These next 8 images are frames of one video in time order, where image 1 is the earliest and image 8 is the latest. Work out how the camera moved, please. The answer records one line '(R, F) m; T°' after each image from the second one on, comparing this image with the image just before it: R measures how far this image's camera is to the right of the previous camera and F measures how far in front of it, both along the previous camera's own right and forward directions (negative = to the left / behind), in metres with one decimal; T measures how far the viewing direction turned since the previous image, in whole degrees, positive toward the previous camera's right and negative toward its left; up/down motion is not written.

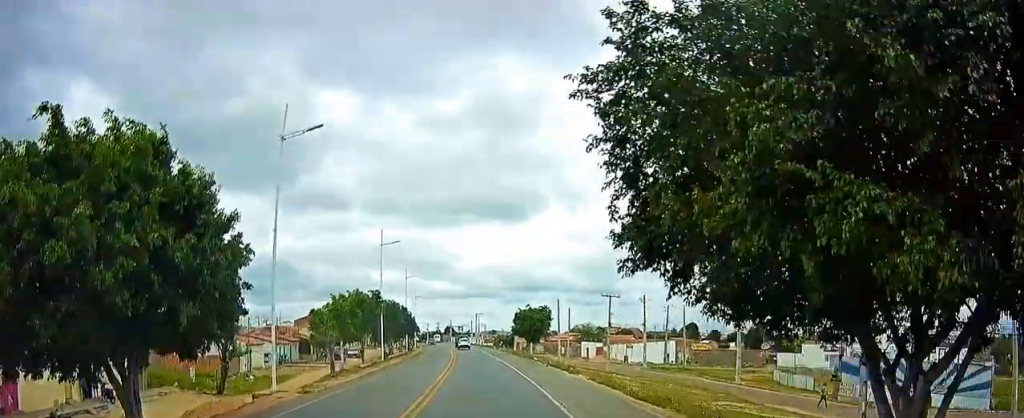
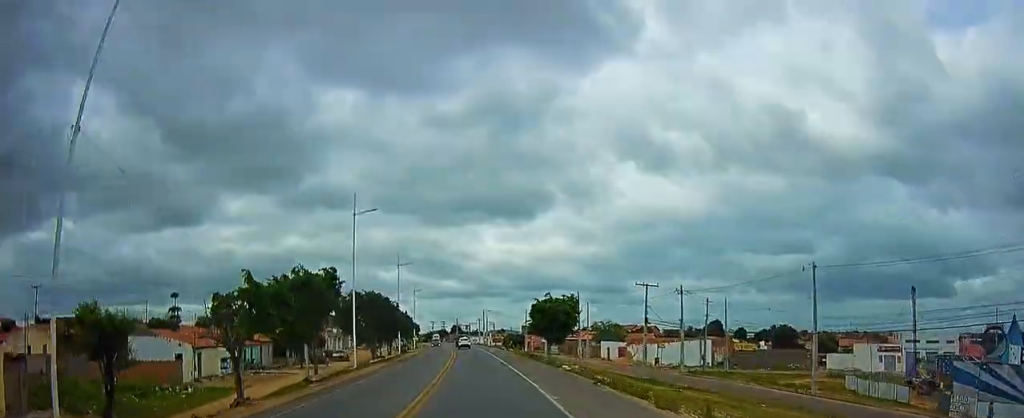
(+0.2, +13.0) m; -2°
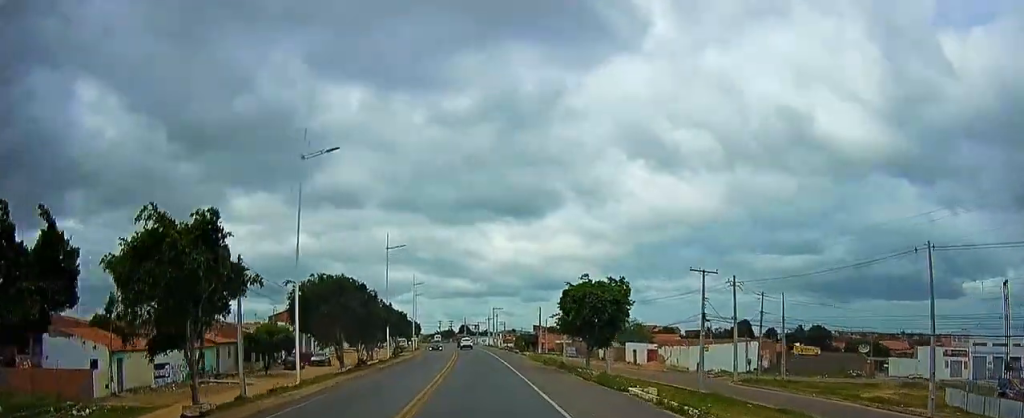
(-0.7, +13.1) m; -2°
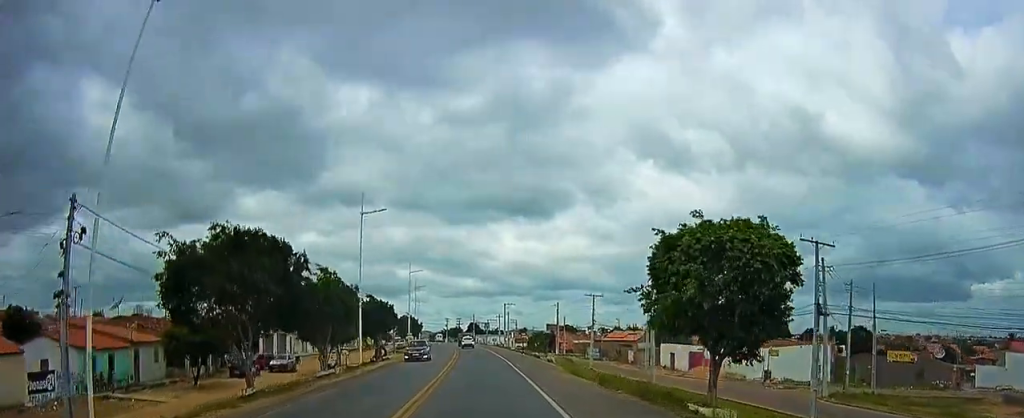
(+0.2, +15.2) m; 0°
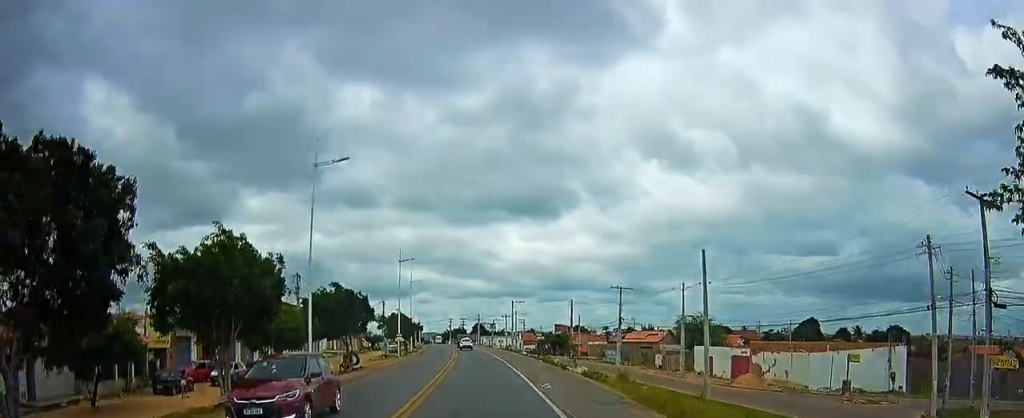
(-0.2, +12.3) m; 0°
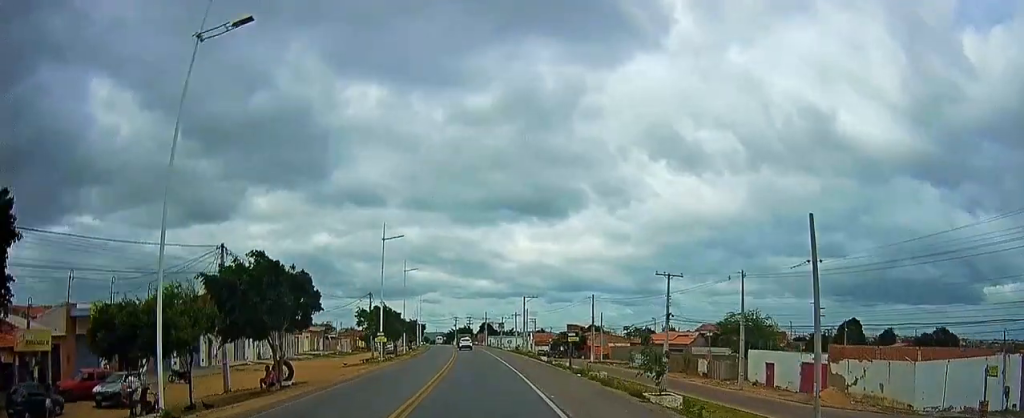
(0.0, +14.3) m; -2°
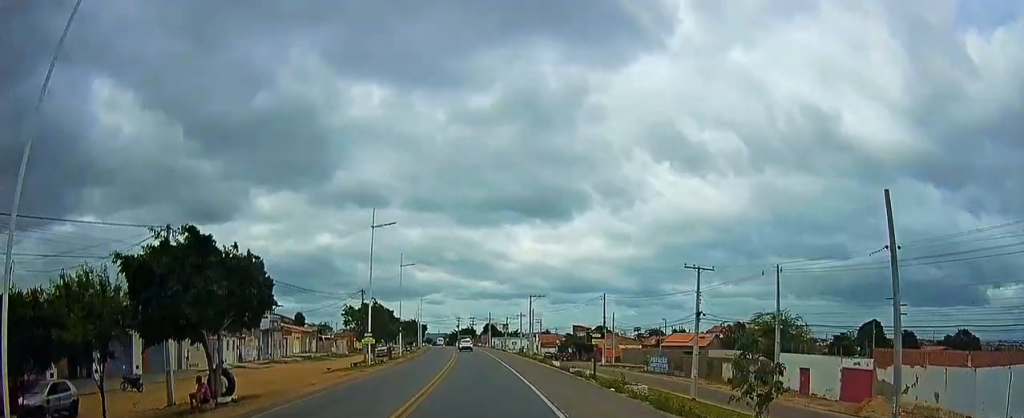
(-0.3, +6.3) m; -1°
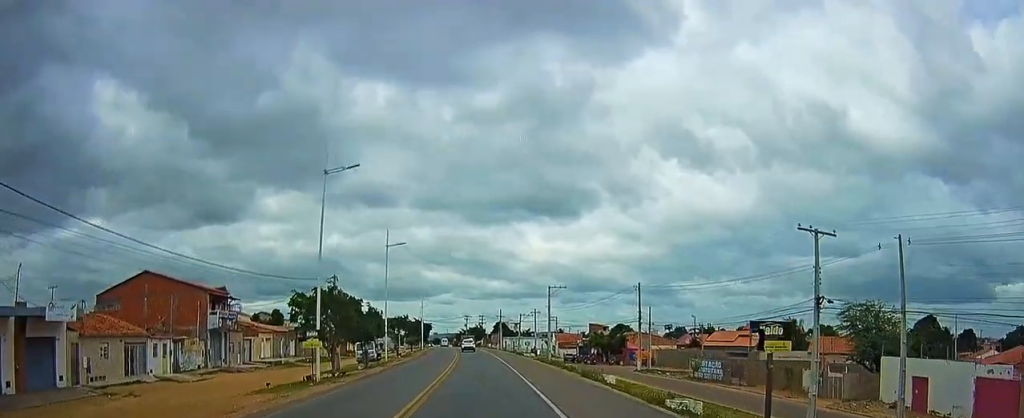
(+0.1, +15.4) m; +2°
